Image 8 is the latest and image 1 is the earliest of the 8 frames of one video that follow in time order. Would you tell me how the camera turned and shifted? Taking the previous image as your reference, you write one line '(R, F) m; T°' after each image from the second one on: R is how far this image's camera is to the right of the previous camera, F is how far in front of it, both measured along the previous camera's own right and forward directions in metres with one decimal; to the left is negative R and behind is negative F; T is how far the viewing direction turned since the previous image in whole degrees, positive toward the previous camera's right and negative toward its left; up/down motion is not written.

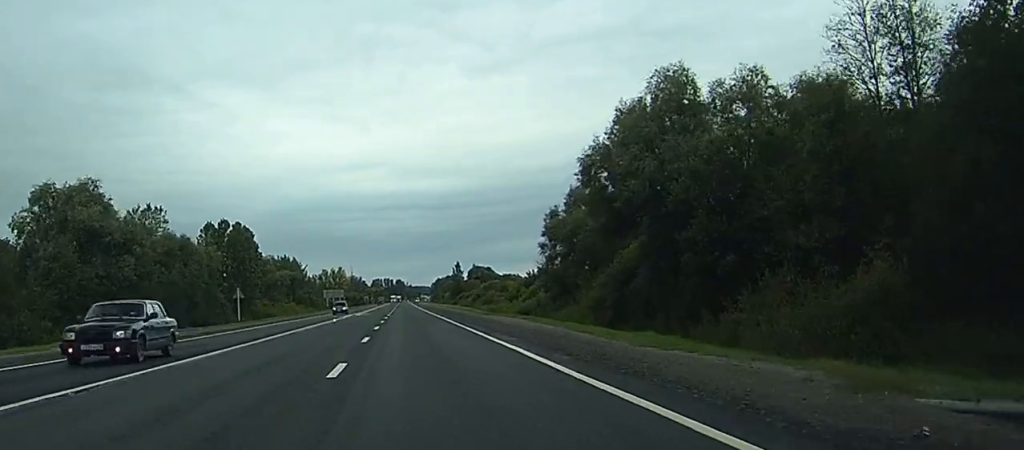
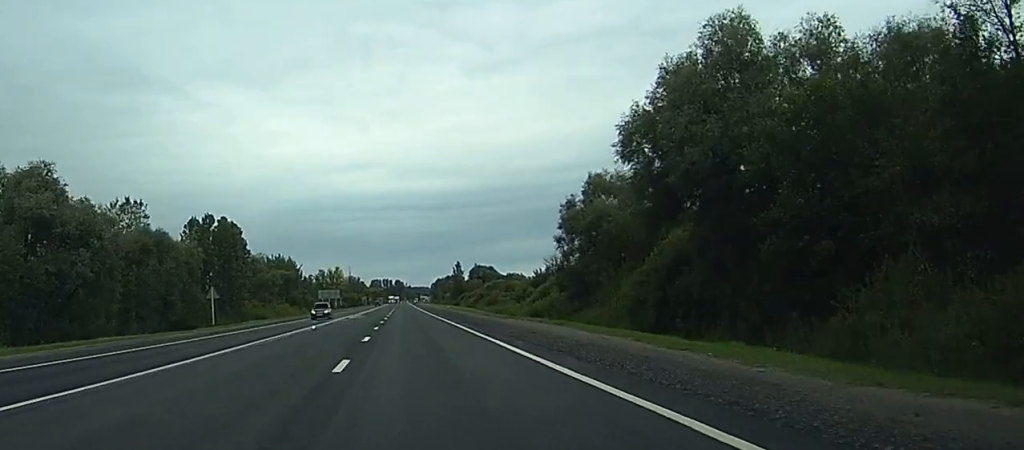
(0.0, +10.8) m; 0°
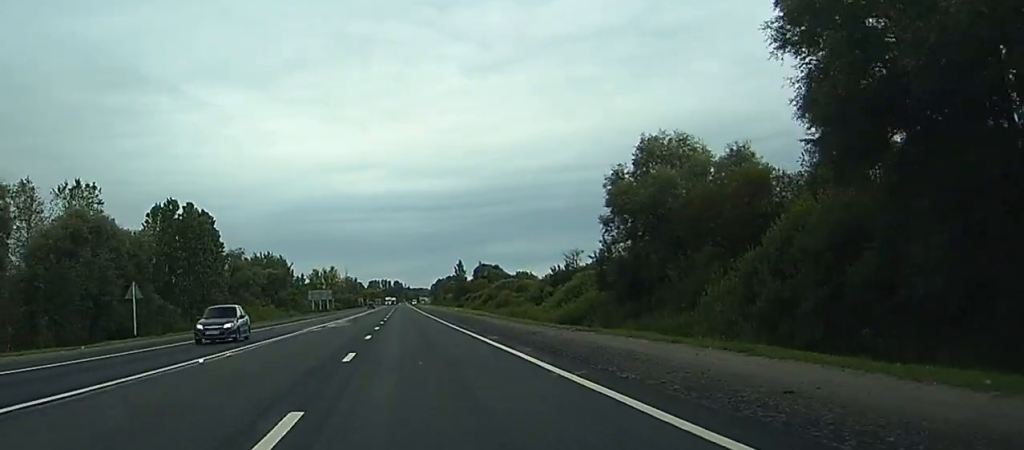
(0.0, +20.7) m; 0°
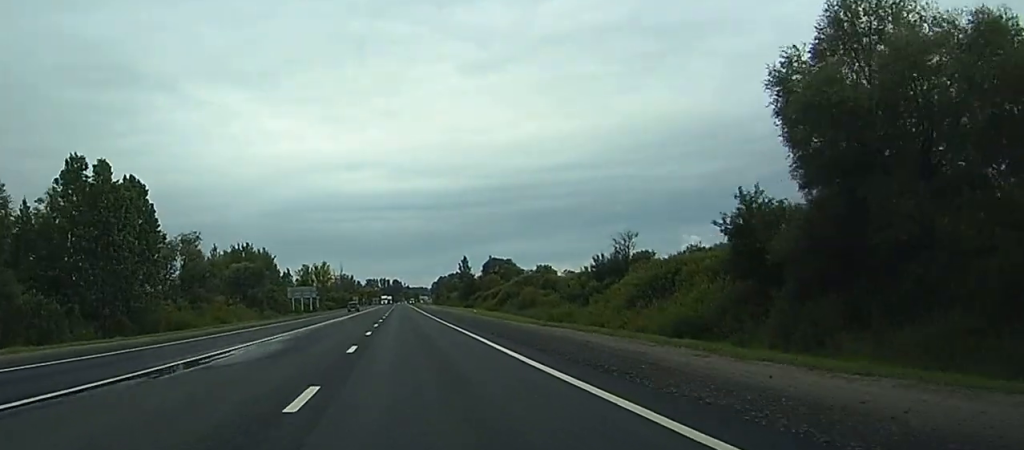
(+0.1, +33.0) m; 0°
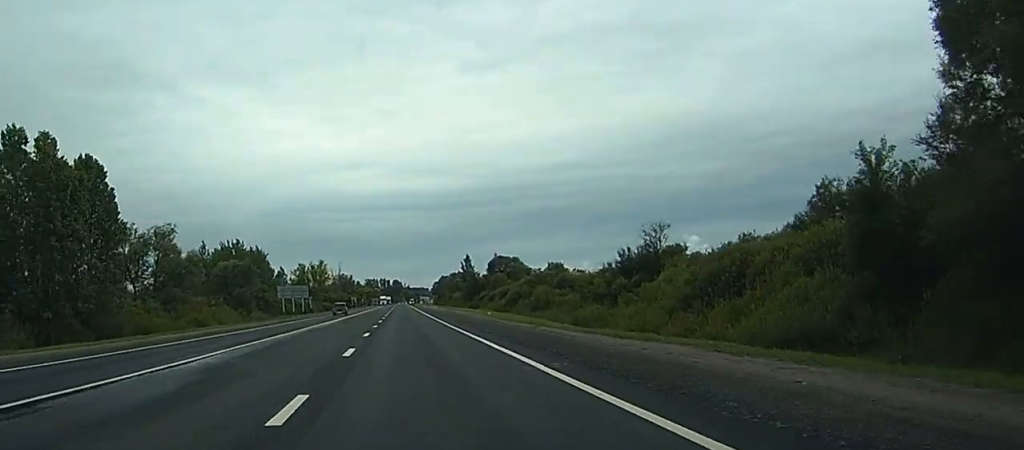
(0.0, +13.2) m; 0°
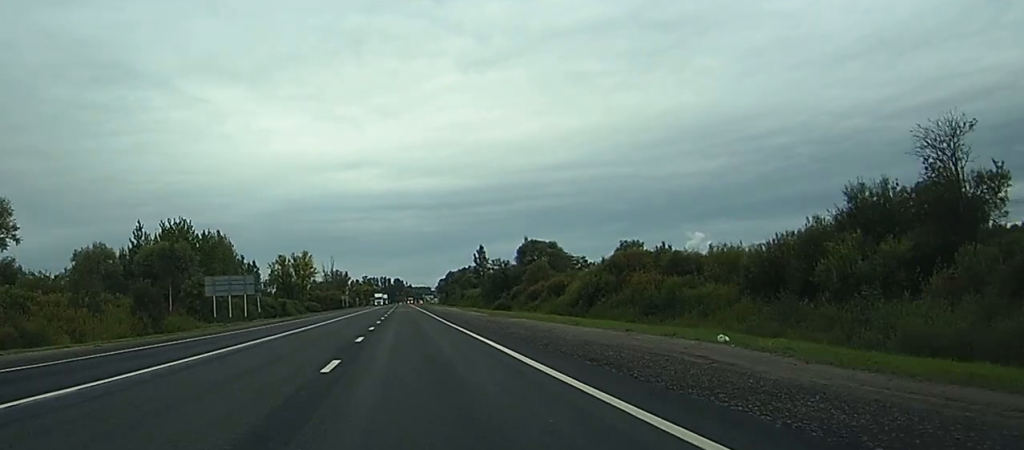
(+0.3, +53.0) m; 0°
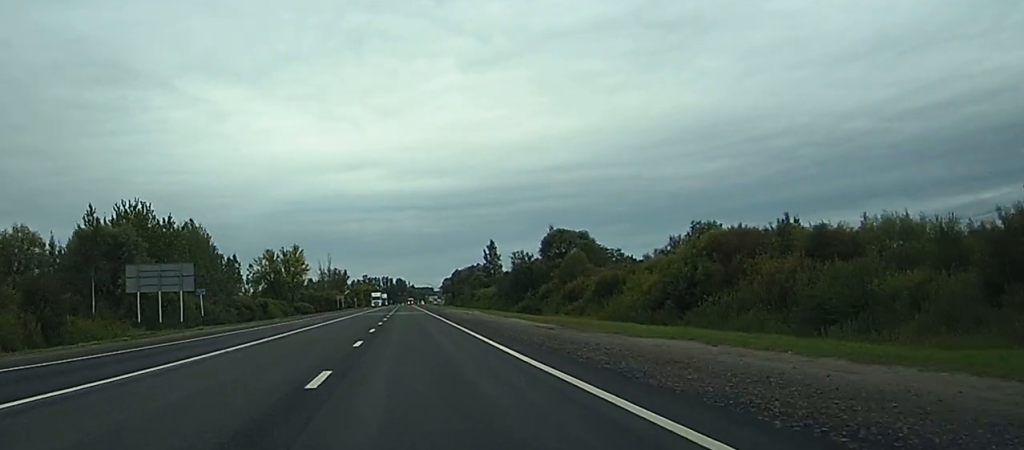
(-0.2, +26.6) m; -1°
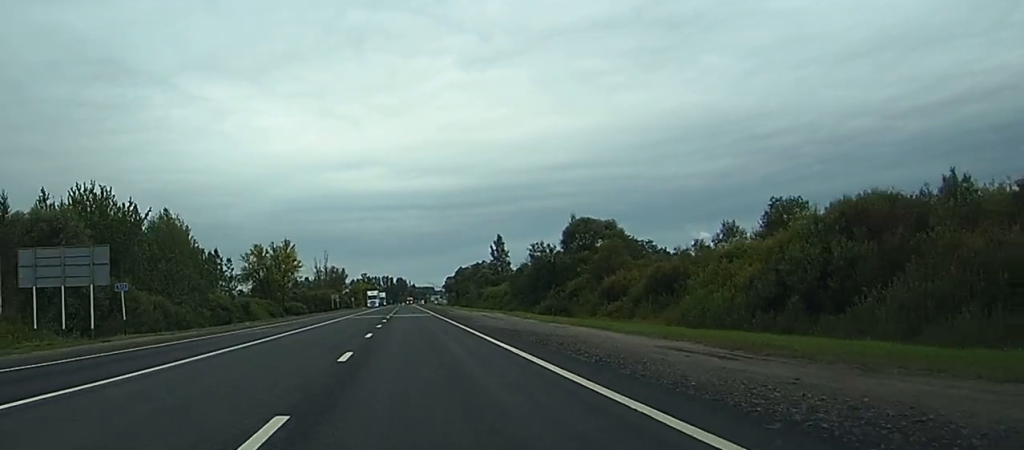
(-0.1, +18.4) m; 0°
